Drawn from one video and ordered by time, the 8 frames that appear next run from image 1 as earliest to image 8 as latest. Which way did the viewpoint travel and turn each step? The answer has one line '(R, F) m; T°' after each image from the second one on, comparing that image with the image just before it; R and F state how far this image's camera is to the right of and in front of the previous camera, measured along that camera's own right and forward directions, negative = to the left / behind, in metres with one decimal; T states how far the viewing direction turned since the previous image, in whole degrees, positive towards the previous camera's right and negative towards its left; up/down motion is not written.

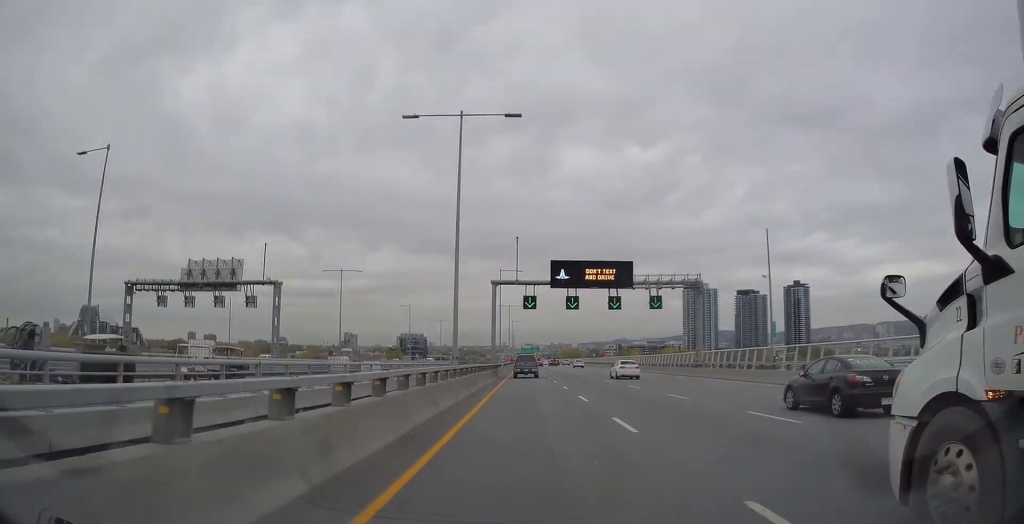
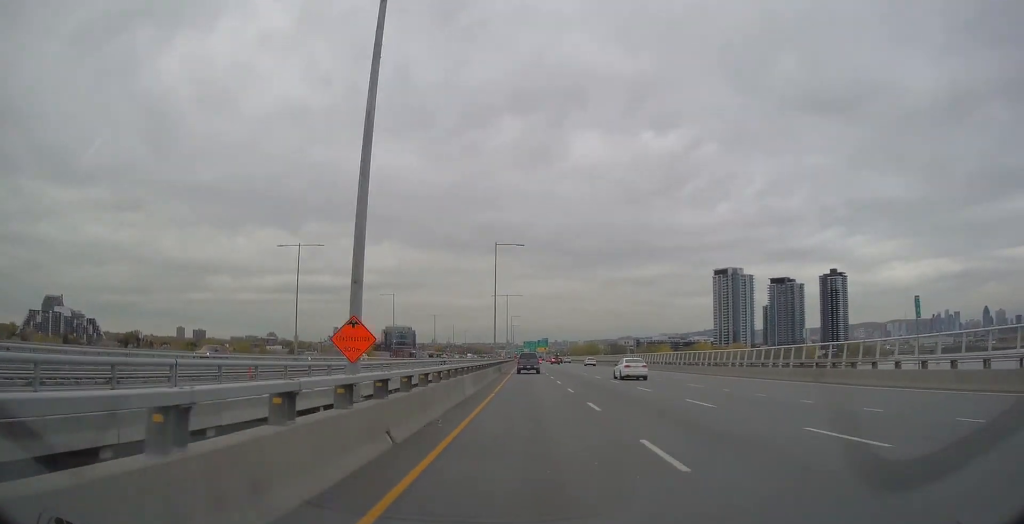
(-0.3, +110.7) m; -1°
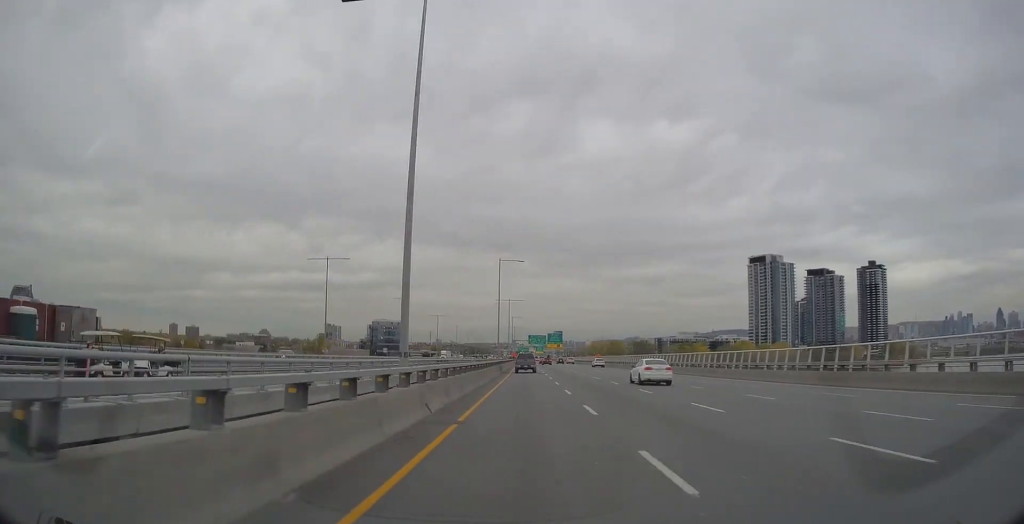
(-0.7, +93.1) m; -1°
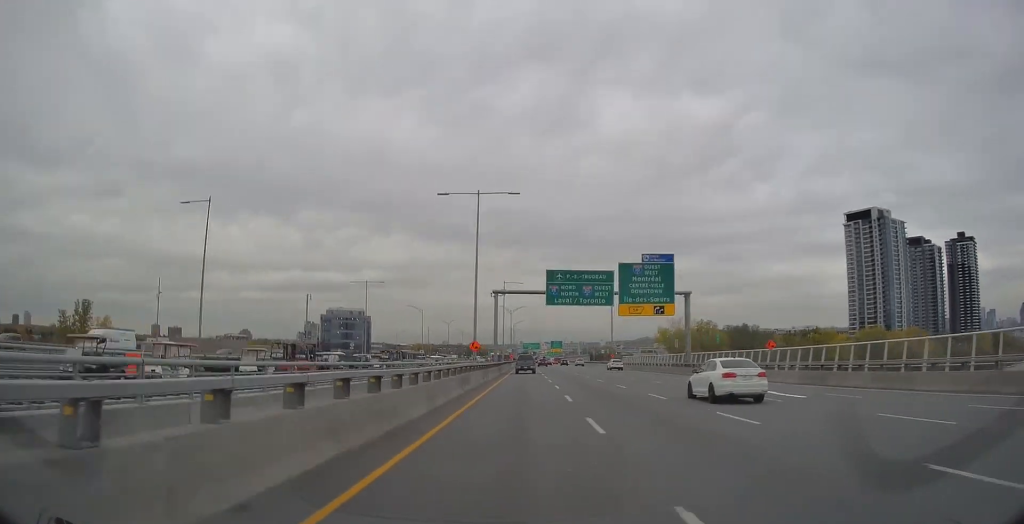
(-0.4, +179.3) m; 0°
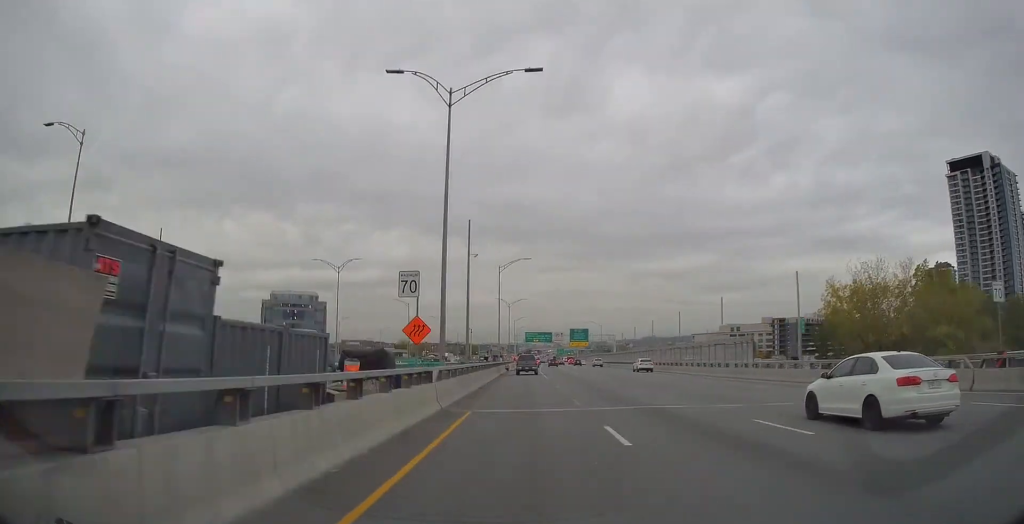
(-0.1, +114.7) m; 0°
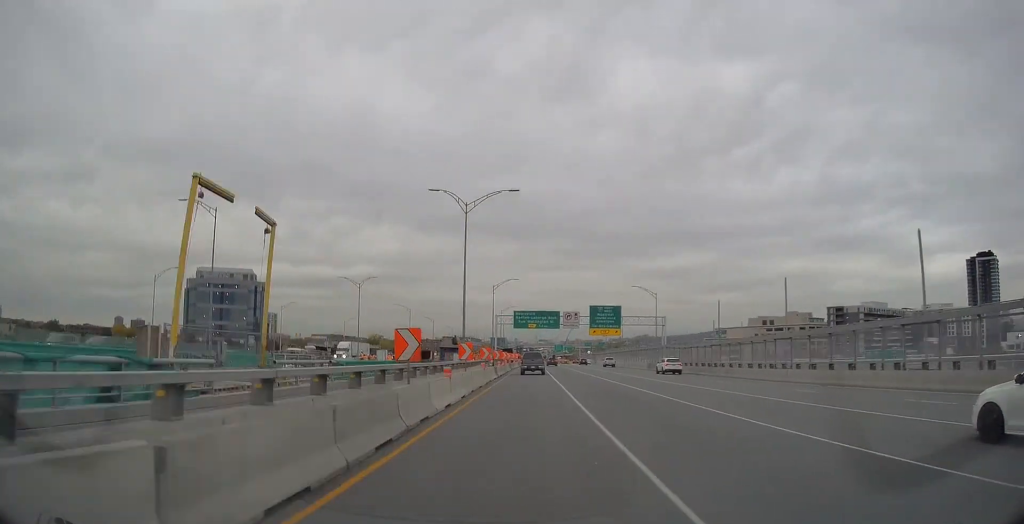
(+0.1, +77.3) m; 0°
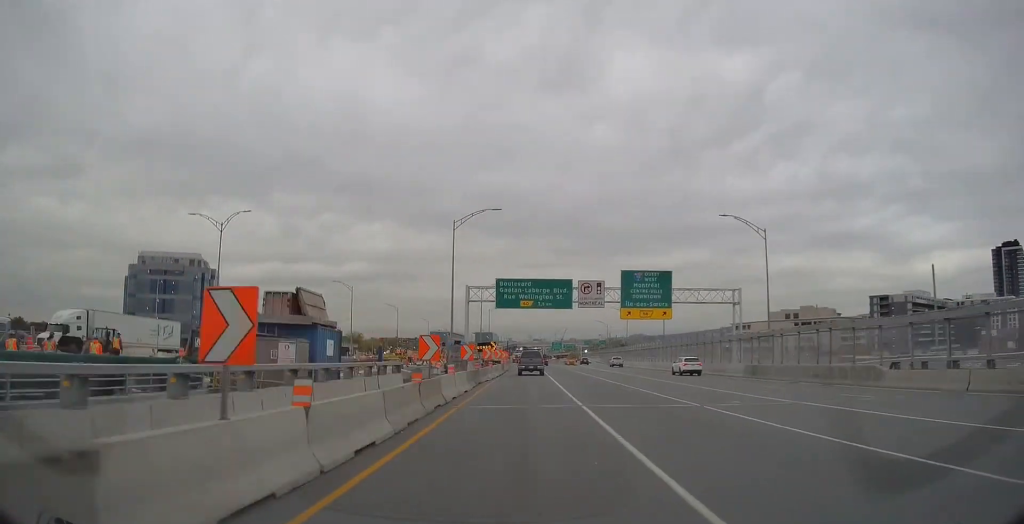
(+0.2, +43.4) m; 0°
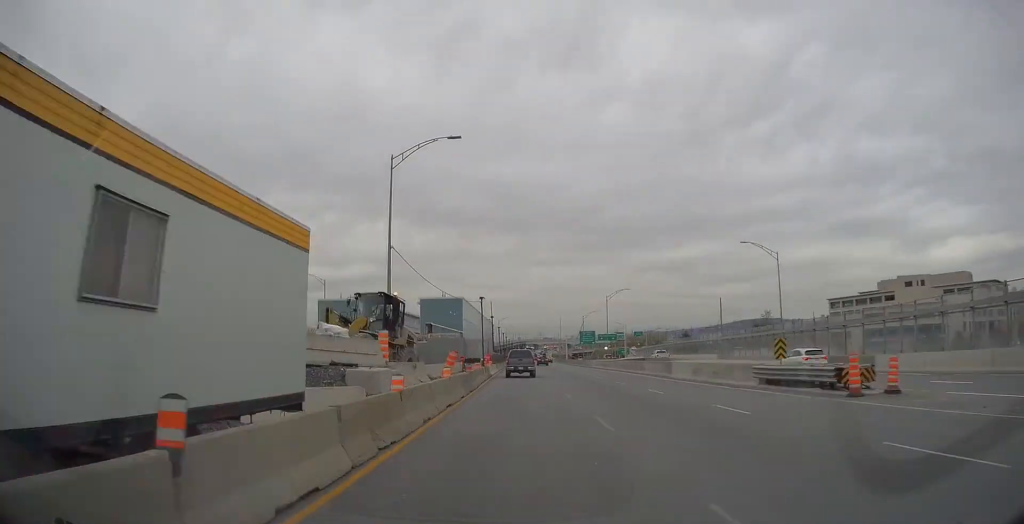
(-0.2, +111.3) m; 0°
